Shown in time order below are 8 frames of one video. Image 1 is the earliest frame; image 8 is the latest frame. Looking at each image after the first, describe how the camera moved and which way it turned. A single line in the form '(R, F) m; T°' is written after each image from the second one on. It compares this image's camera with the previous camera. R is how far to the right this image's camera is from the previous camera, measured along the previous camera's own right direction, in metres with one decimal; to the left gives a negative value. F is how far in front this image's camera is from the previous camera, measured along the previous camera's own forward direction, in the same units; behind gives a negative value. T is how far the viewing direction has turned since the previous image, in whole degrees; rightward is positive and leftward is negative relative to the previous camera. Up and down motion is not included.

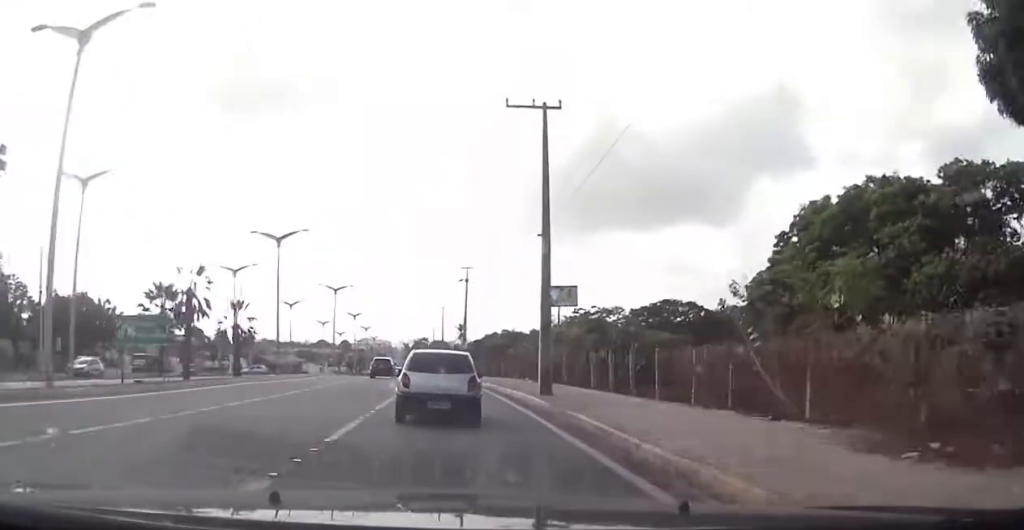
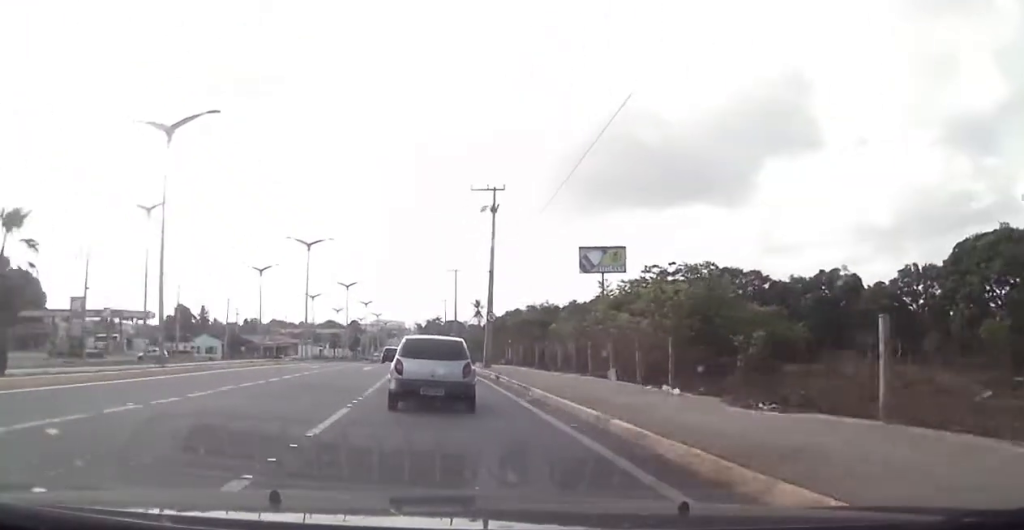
(+0.7, +23.5) m; +1°
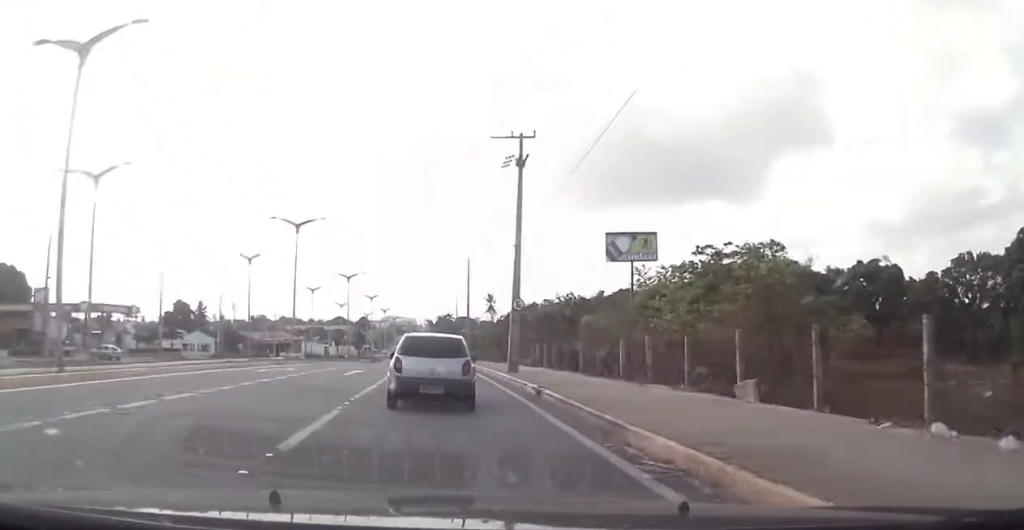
(-0.1, +9.2) m; -2°
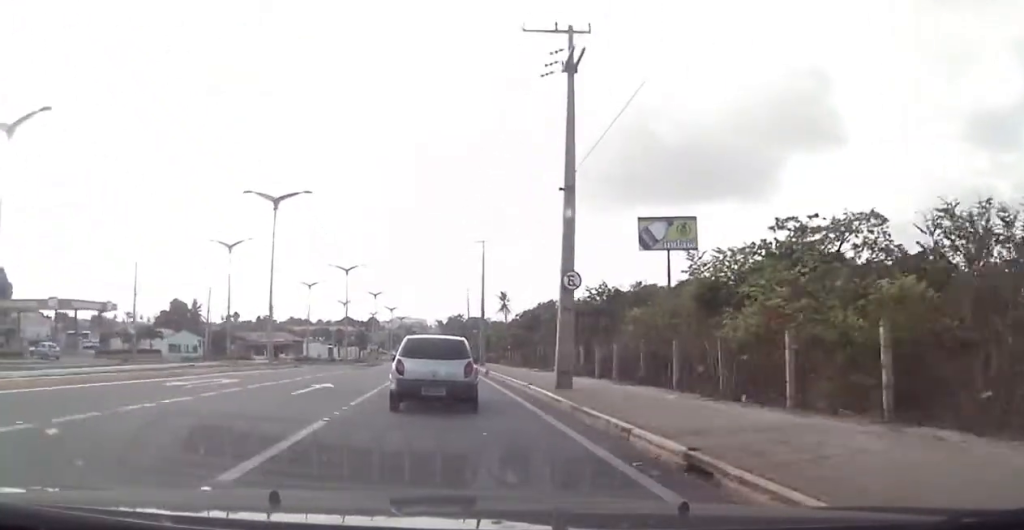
(-0.3, +10.1) m; -2°
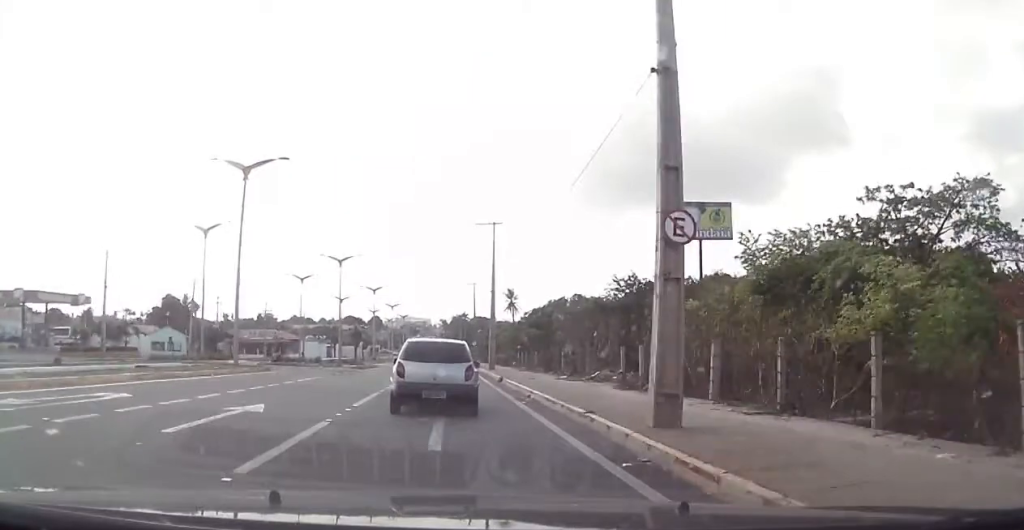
(0.0, +8.1) m; 0°
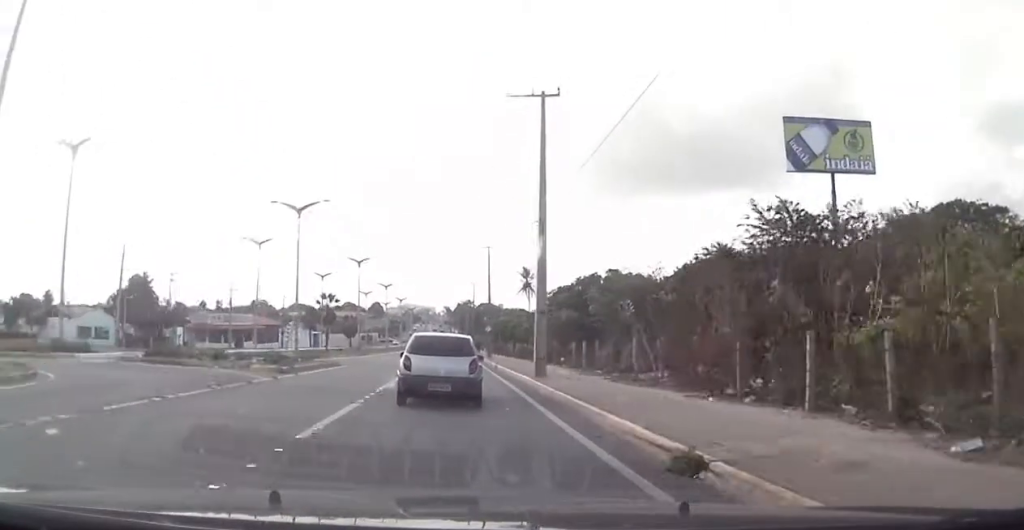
(0.0, +22.5) m; 0°
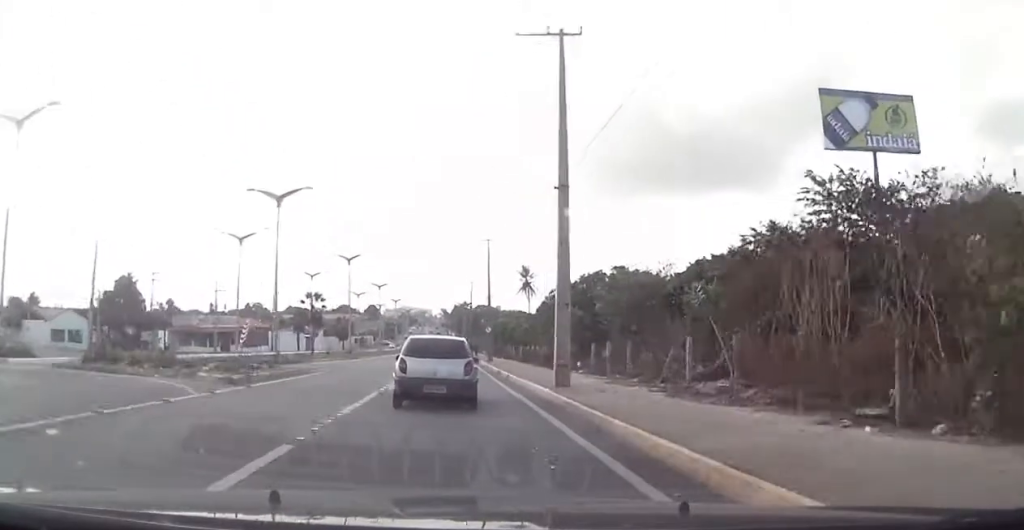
(0.0, +5.2) m; 0°
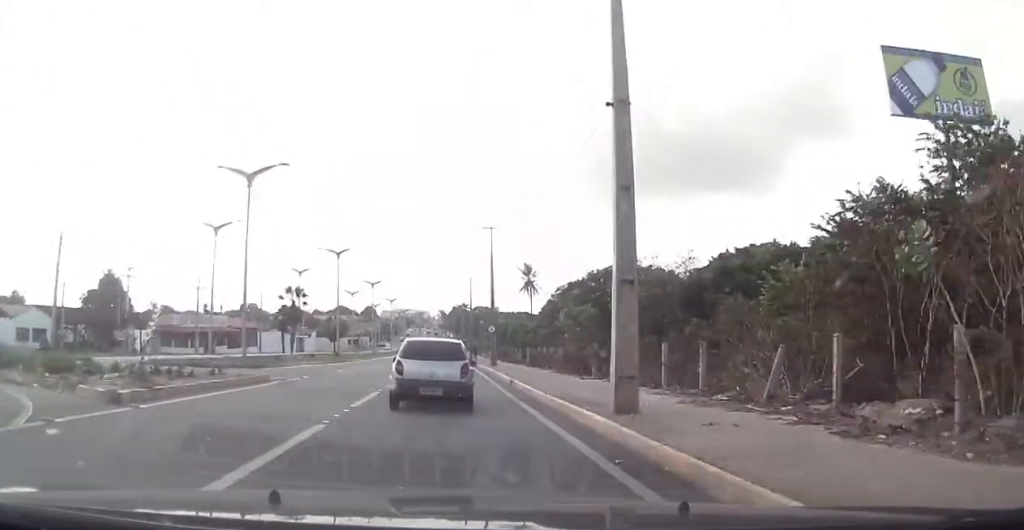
(0.0, +6.6) m; +1°
